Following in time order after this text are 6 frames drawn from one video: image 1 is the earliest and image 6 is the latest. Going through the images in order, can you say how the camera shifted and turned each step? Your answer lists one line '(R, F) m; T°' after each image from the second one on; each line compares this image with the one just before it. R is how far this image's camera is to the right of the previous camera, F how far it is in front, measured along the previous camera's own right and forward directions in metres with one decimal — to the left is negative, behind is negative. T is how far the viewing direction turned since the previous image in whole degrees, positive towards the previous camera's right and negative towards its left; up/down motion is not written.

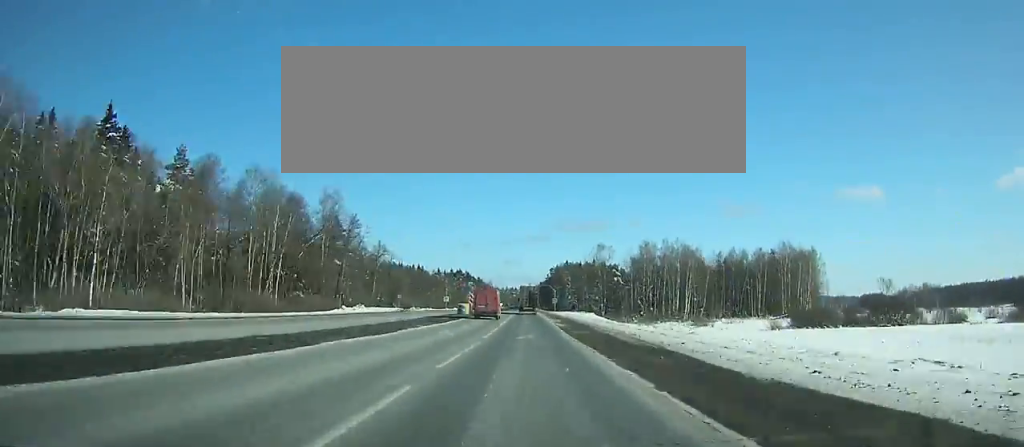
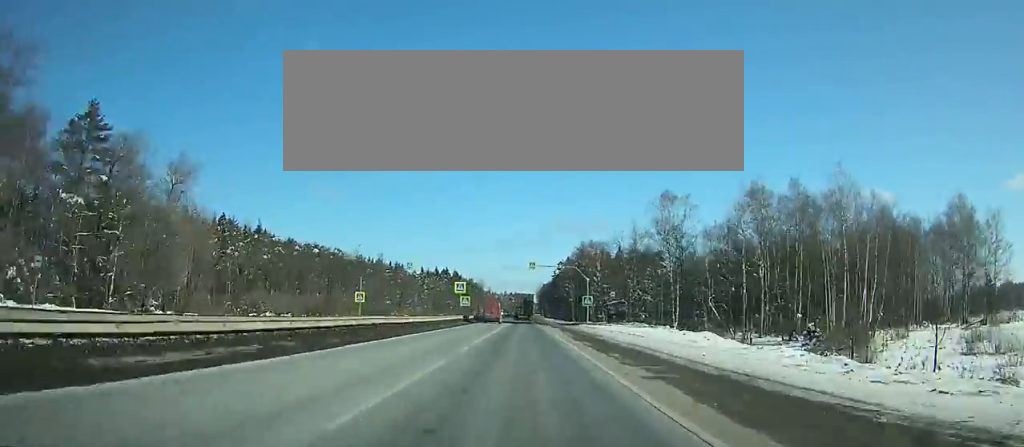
(+0.2, +77.1) m; 0°
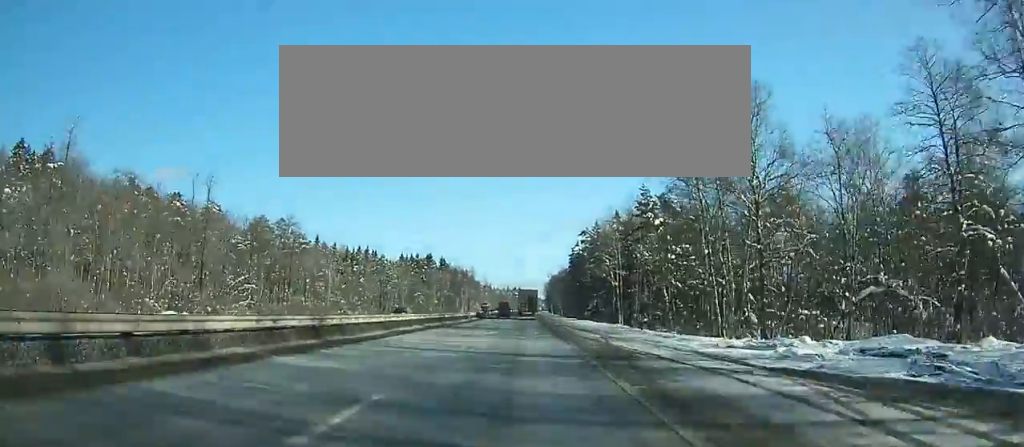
(+0.1, +80.3) m; 0°
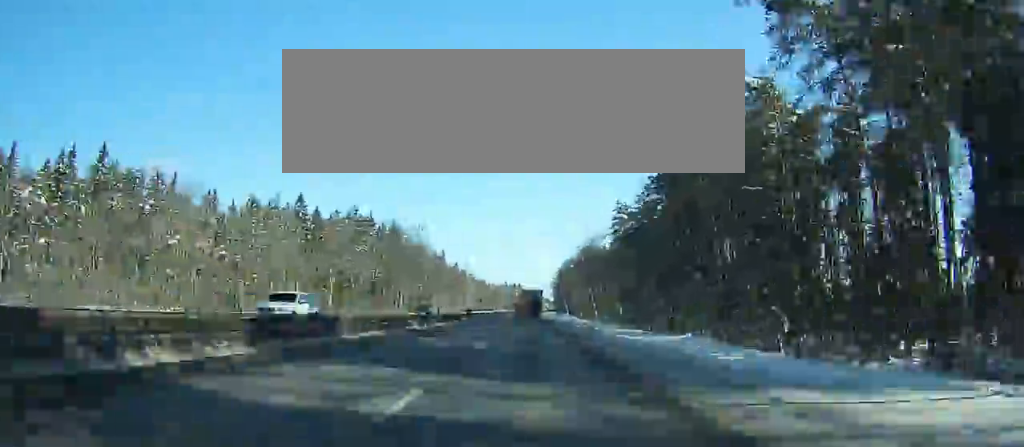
(-0.3, +119.0) m; 0°
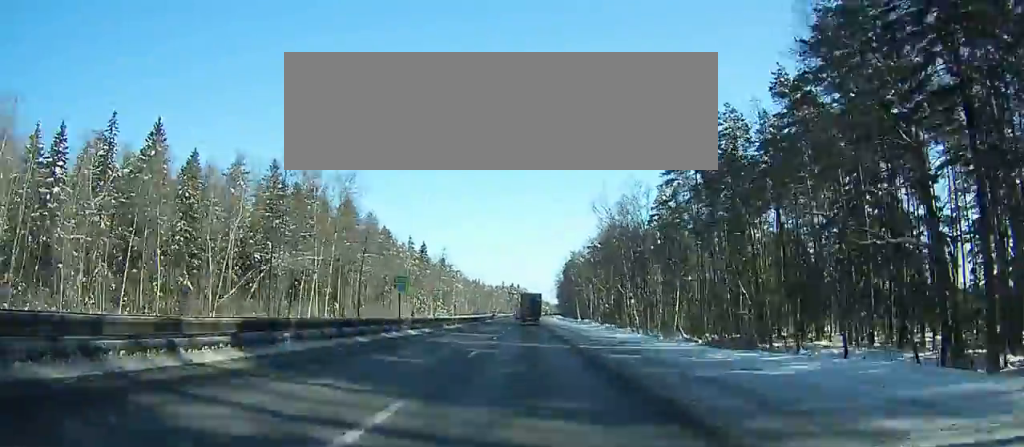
(-0.1, +50.6) m; 0°
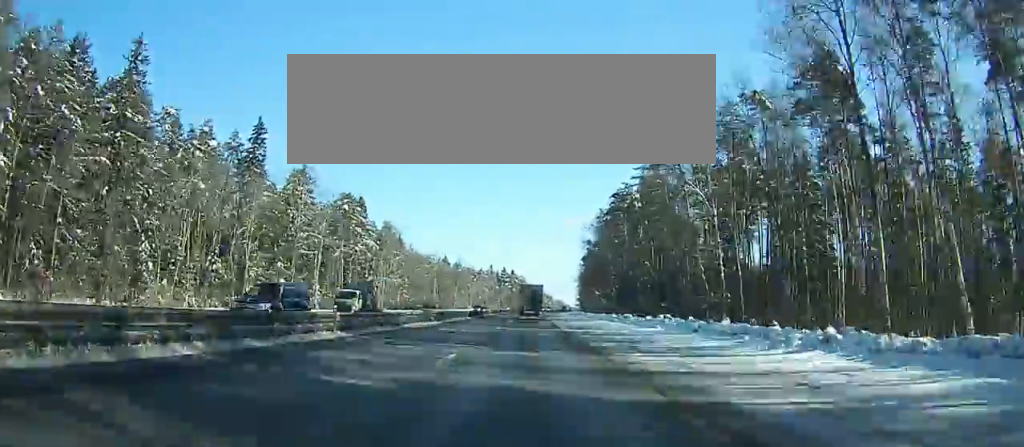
(-1.6, +159.7) m; -6°
